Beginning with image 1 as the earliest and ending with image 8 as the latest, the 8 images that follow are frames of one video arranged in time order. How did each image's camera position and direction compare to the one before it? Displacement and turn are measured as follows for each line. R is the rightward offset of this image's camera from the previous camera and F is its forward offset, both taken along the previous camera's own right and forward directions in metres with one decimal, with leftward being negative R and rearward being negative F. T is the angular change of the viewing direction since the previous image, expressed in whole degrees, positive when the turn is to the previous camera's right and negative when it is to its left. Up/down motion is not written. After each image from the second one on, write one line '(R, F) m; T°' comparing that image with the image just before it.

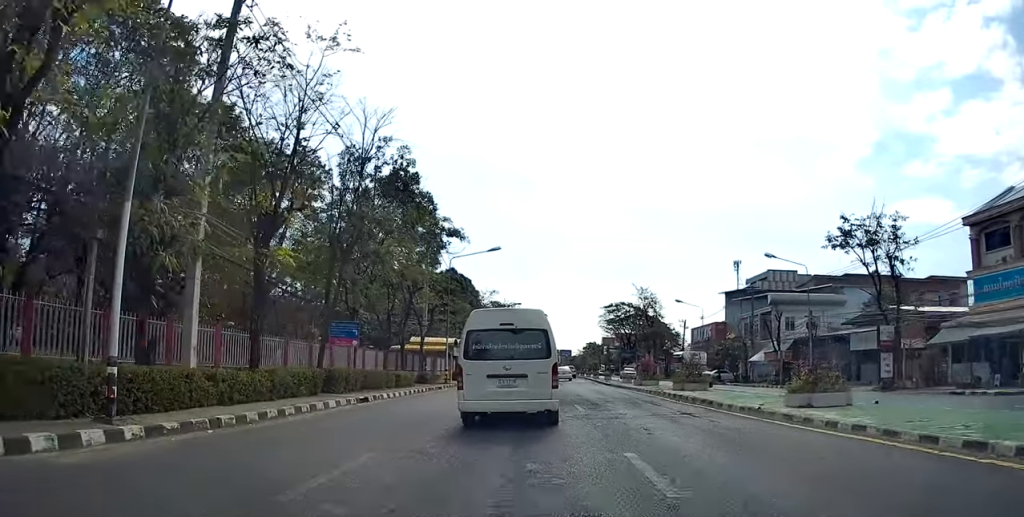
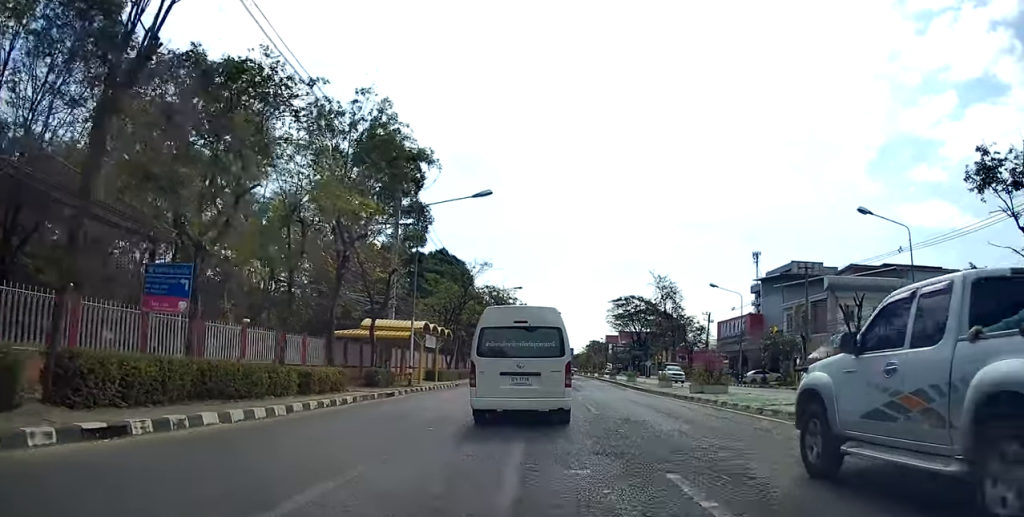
(+0.2, +12.7) m; +2°
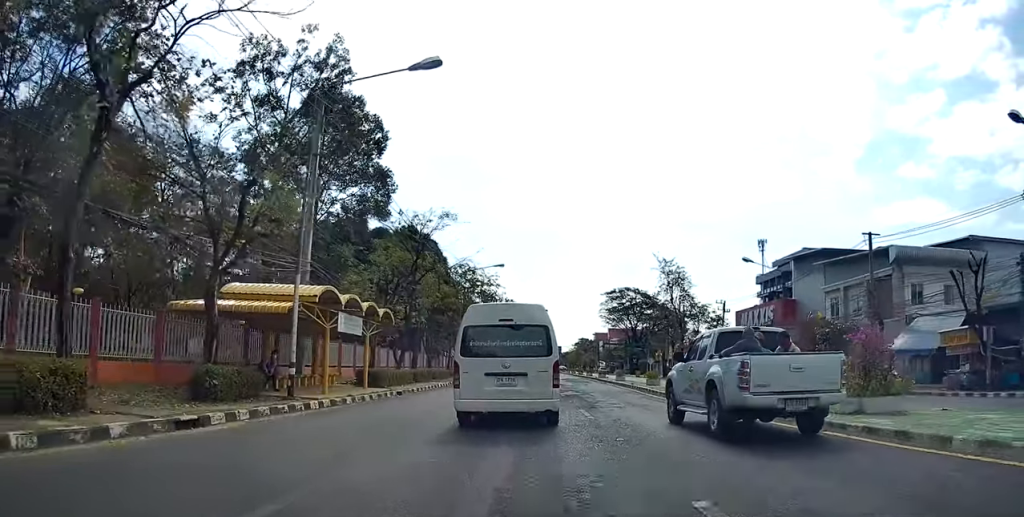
(+0.2, +13.9) m; 0°
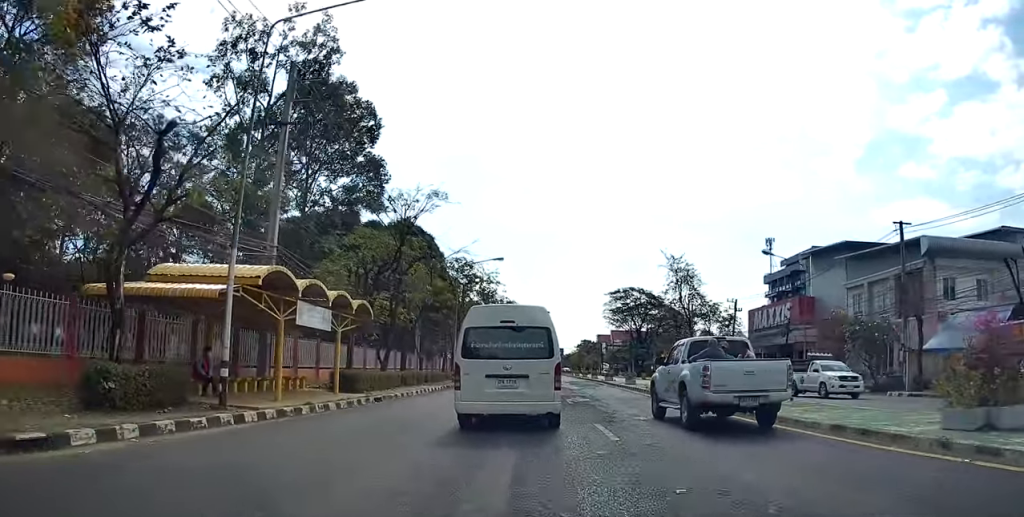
(0.0, +4.1) m; 0°
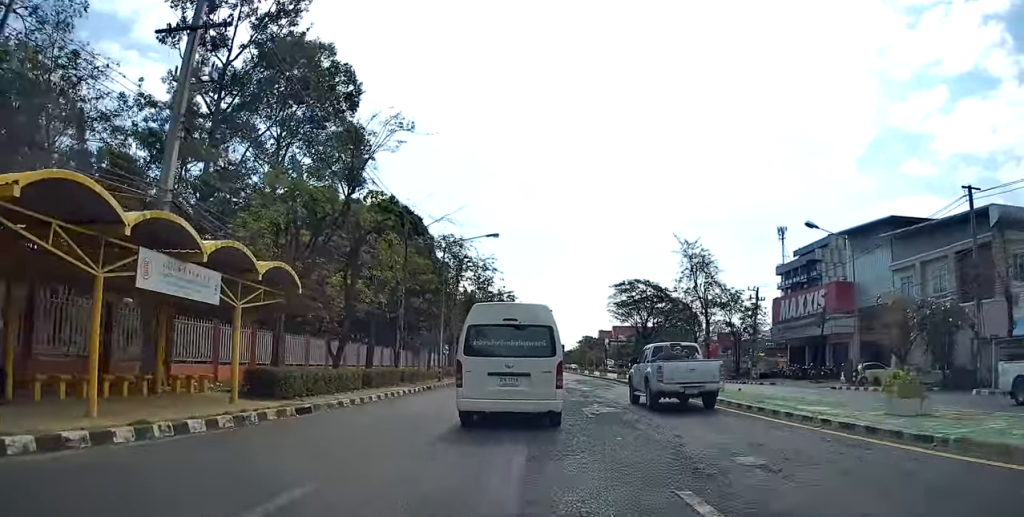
(-0.1, +7.5) m; +1°
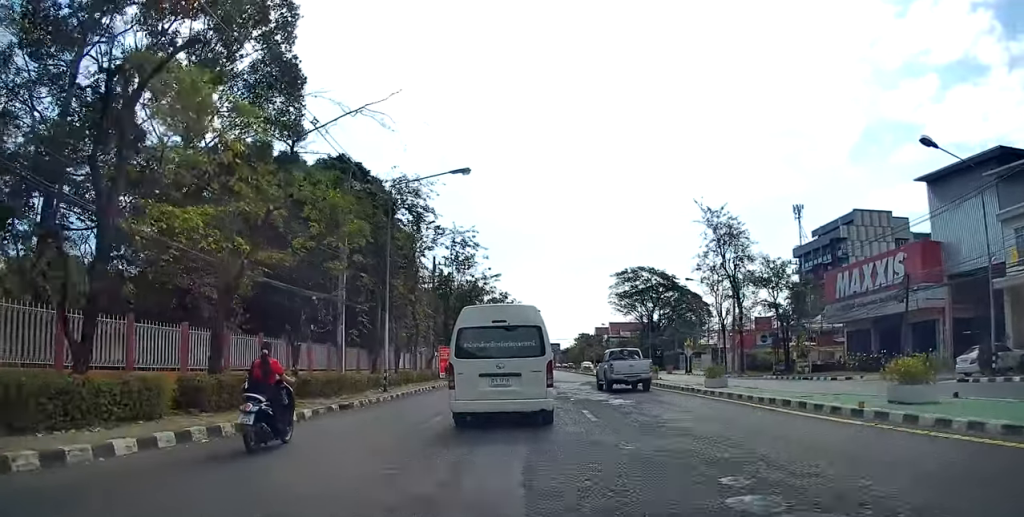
(+0.2, +14.4) m; -1°
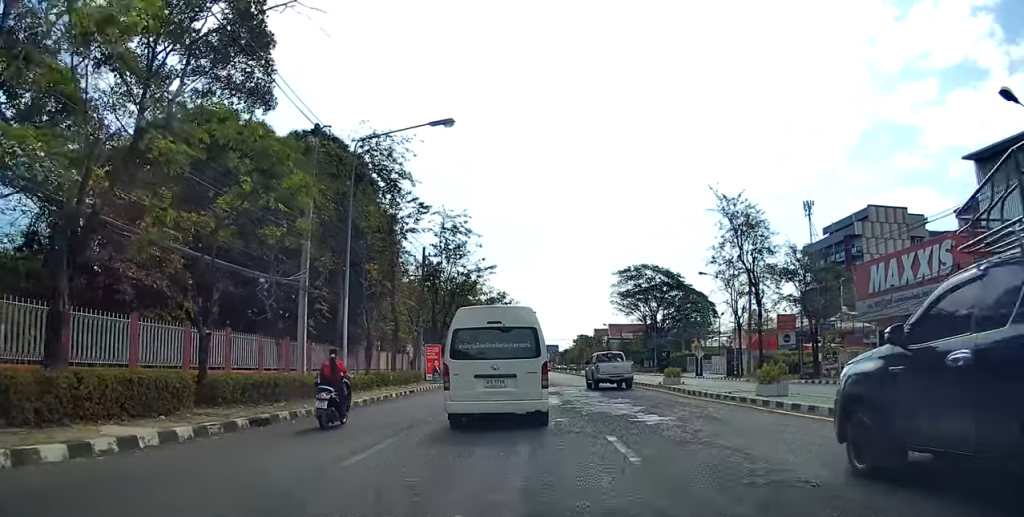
(0.0, +5.7) m; -2°
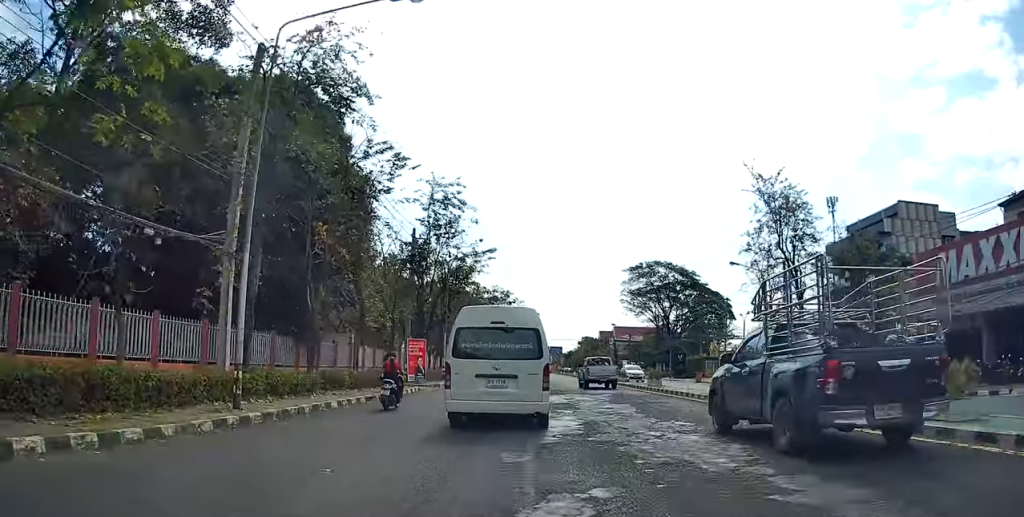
(-0.4, +7.8) m; 0°
